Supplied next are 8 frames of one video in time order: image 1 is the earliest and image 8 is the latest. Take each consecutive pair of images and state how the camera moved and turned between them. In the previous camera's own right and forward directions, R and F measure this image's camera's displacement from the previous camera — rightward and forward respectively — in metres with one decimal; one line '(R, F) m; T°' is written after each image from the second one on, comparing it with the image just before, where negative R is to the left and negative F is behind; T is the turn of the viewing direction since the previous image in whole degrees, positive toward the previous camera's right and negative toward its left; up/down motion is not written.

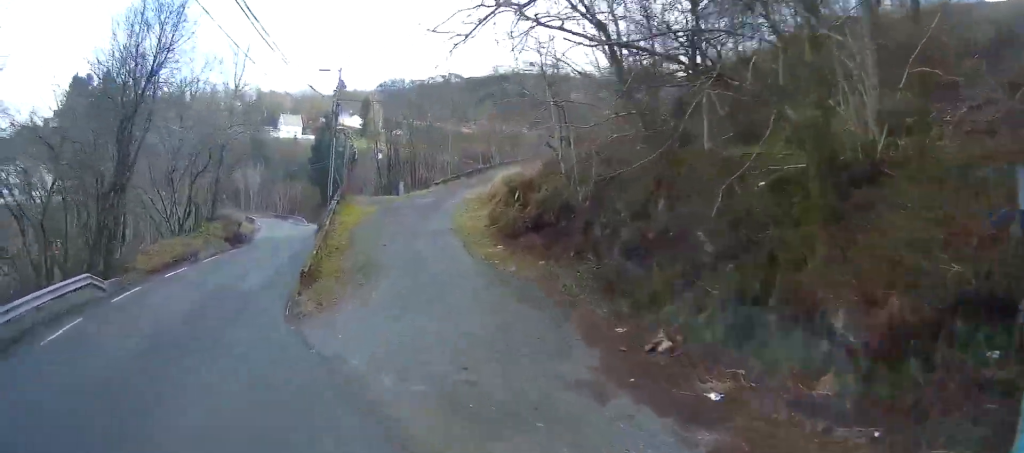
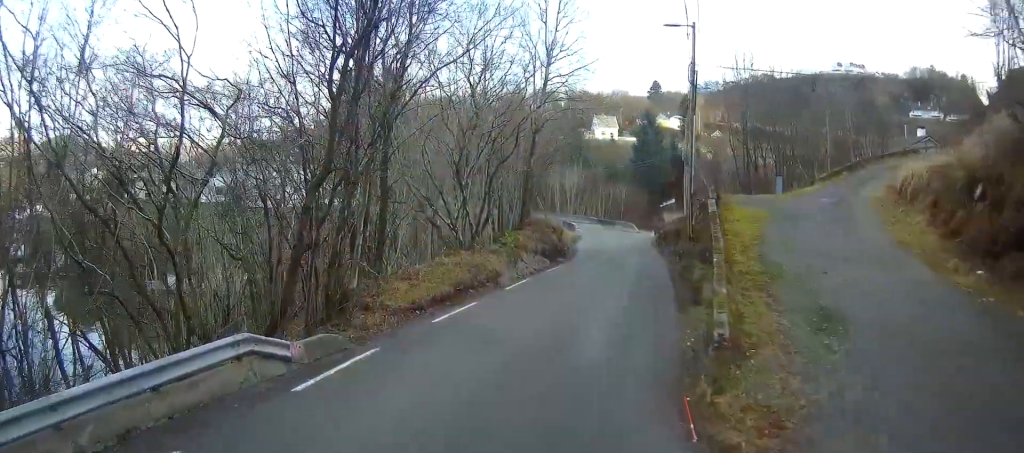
(-2.1, +7.4) m; -23°
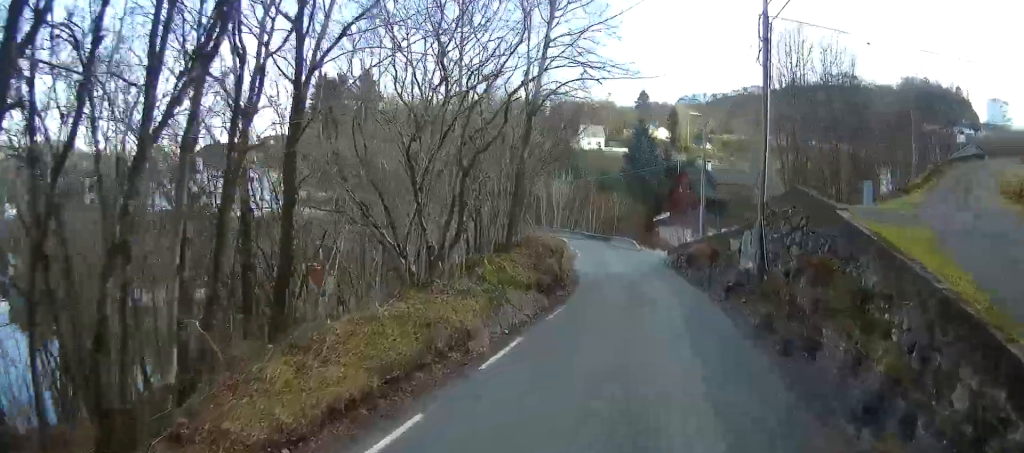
(-0.3, +7.7) m; +1°
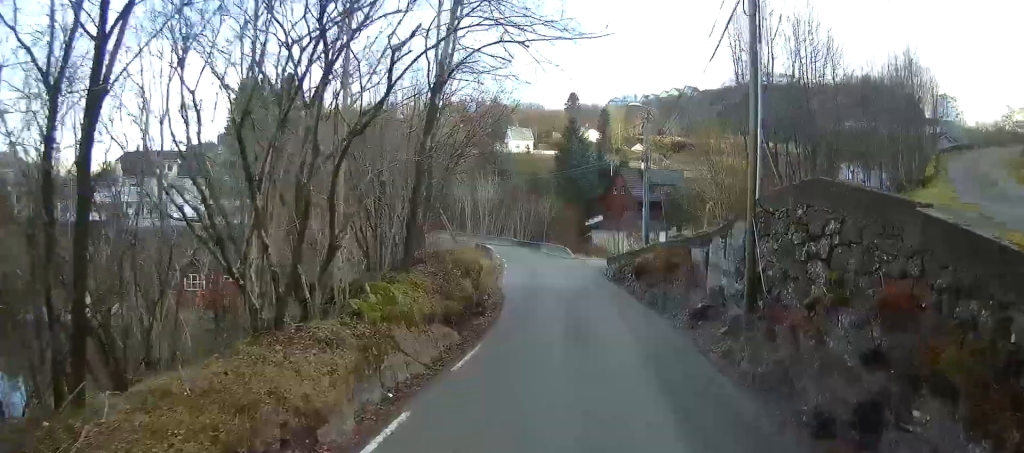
(+0.1, +4.3) m; 0°
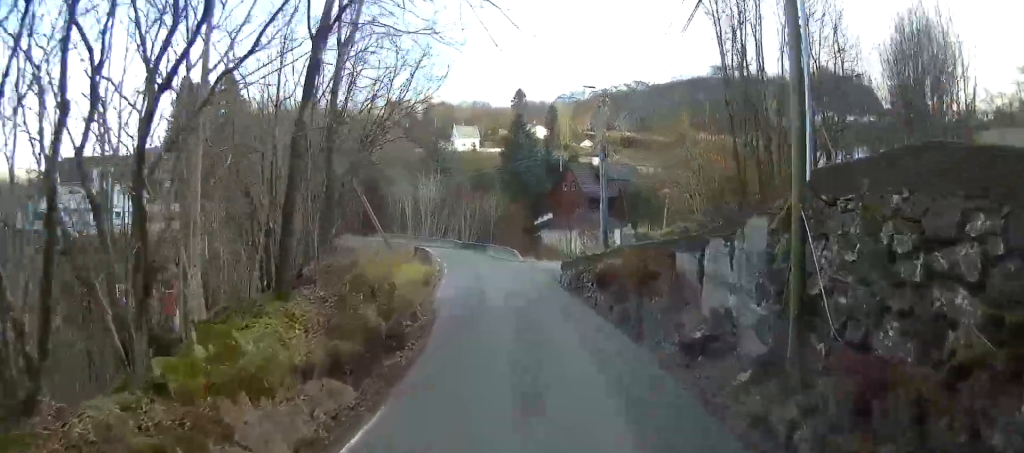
(0.0, +4.3) m; -1°
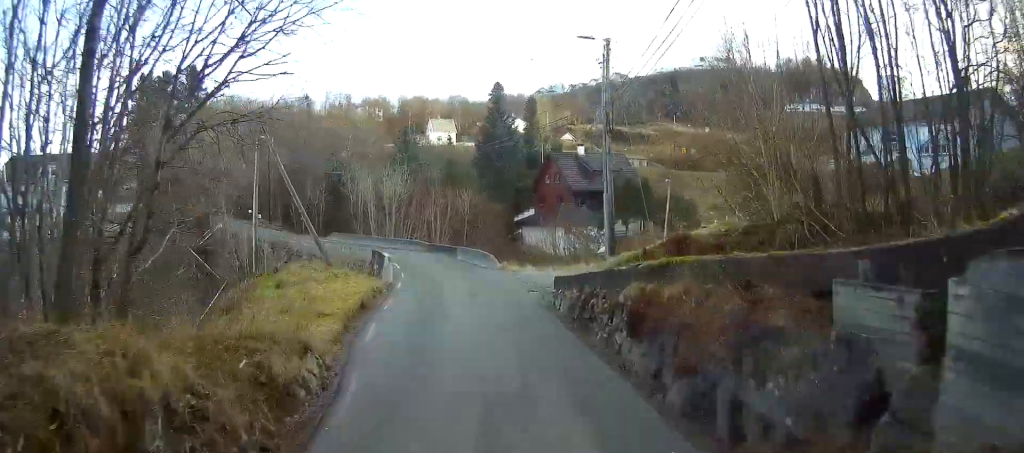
(-0.3, +8.3) m; -3°
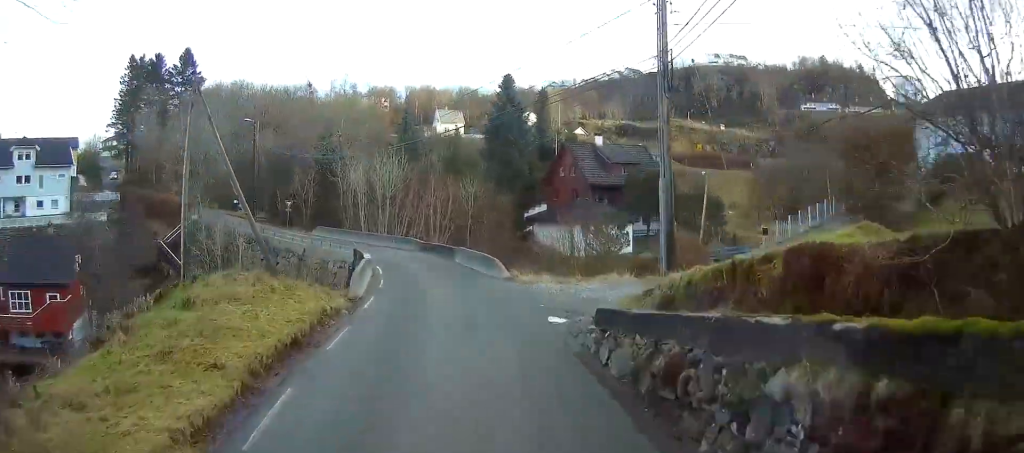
(-0.1, +7.8) m; 0°
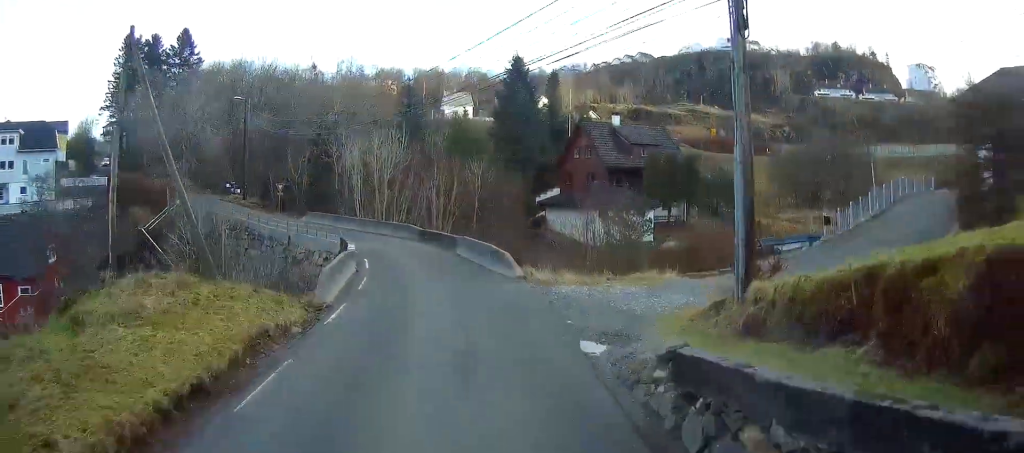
(0.0, +5.4) m; +1°
